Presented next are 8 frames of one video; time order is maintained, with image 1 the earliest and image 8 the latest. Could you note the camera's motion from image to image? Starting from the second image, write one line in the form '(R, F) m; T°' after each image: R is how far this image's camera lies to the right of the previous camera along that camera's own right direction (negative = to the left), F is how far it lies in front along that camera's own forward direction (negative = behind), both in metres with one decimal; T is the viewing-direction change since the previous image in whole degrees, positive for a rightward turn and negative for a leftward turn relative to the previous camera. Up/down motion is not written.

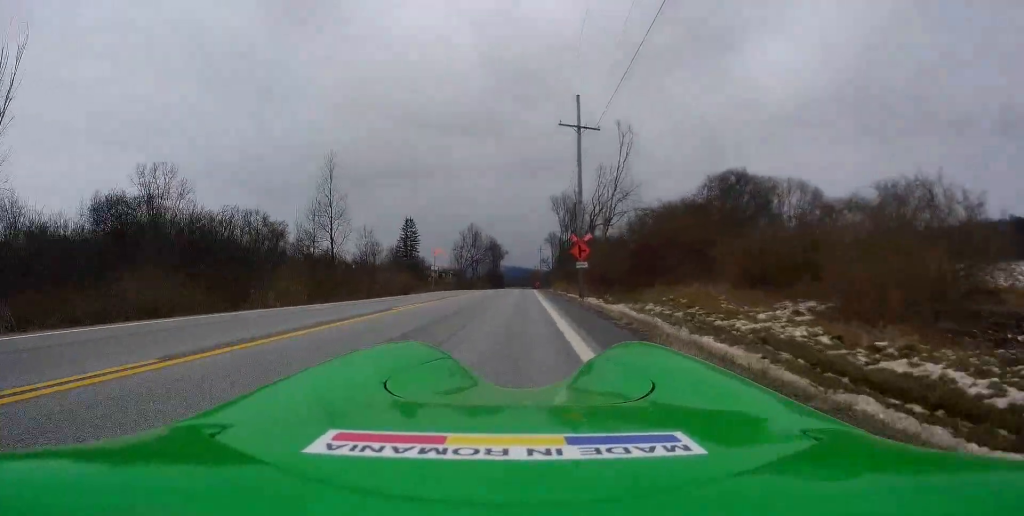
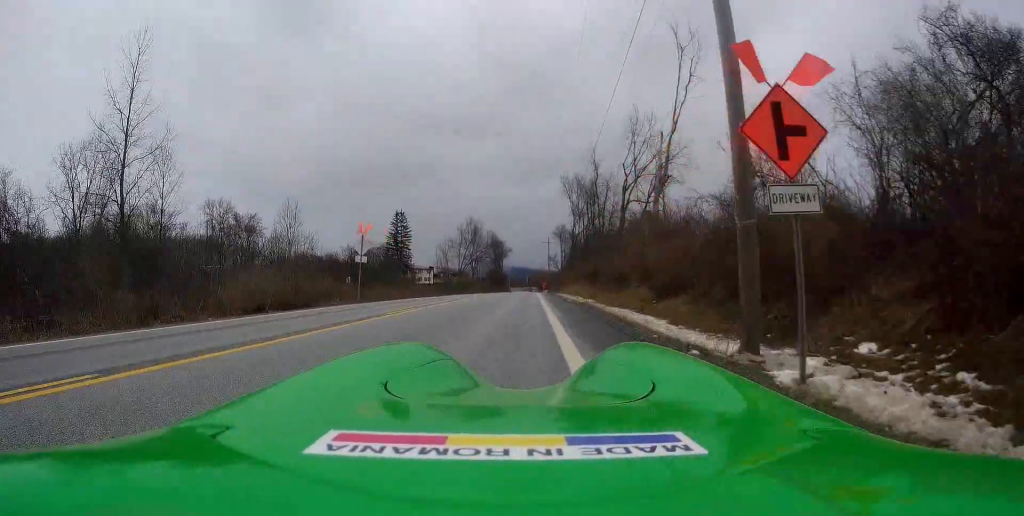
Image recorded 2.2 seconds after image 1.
(-0.8, +23.1) m; -1°
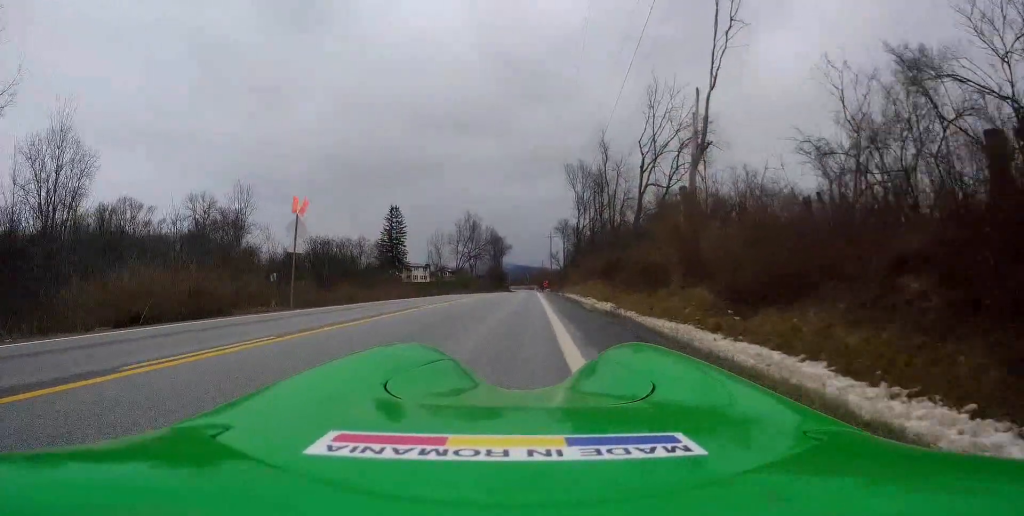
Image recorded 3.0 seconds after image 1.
(+0.1, +8.1) m; +1°
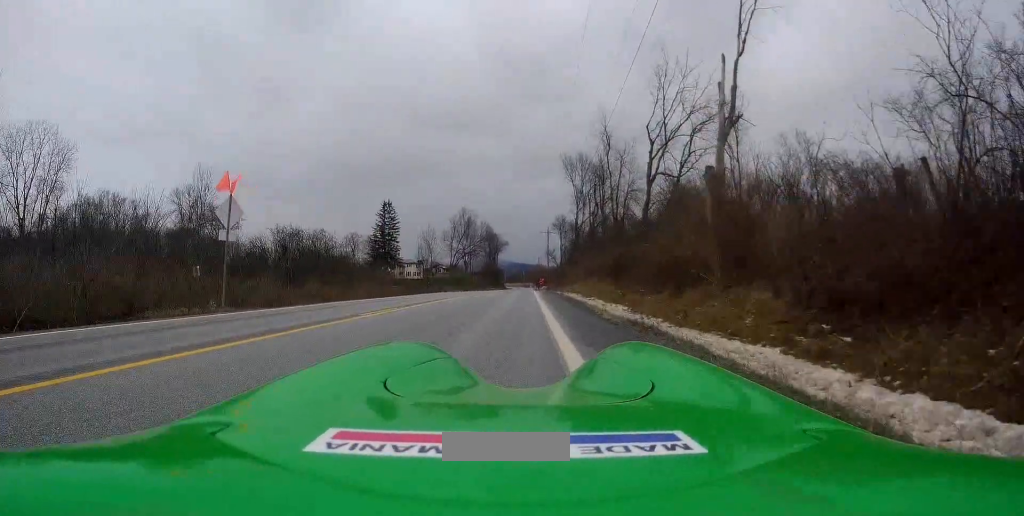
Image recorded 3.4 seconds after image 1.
(0.0, +4.3) m; 0°
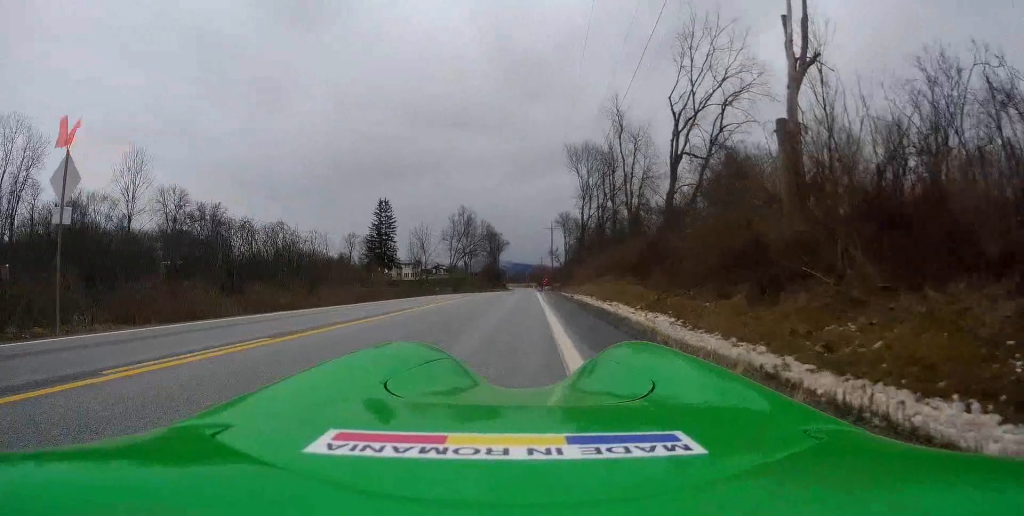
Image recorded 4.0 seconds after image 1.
(0.0, +7.3) m; 0°
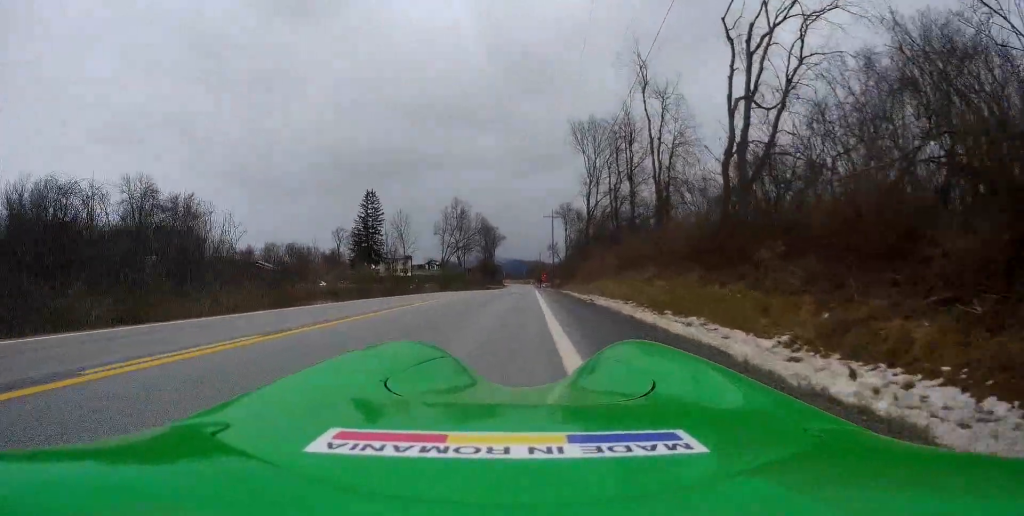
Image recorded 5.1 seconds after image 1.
(-0.1, +13.0) m; -1°
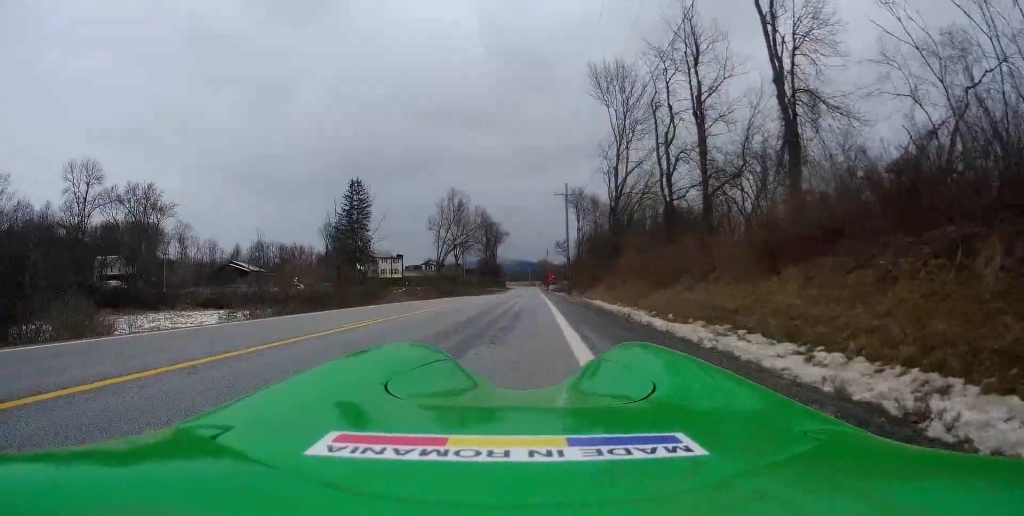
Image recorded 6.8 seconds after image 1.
(-0.1, +19.3) m; +1°
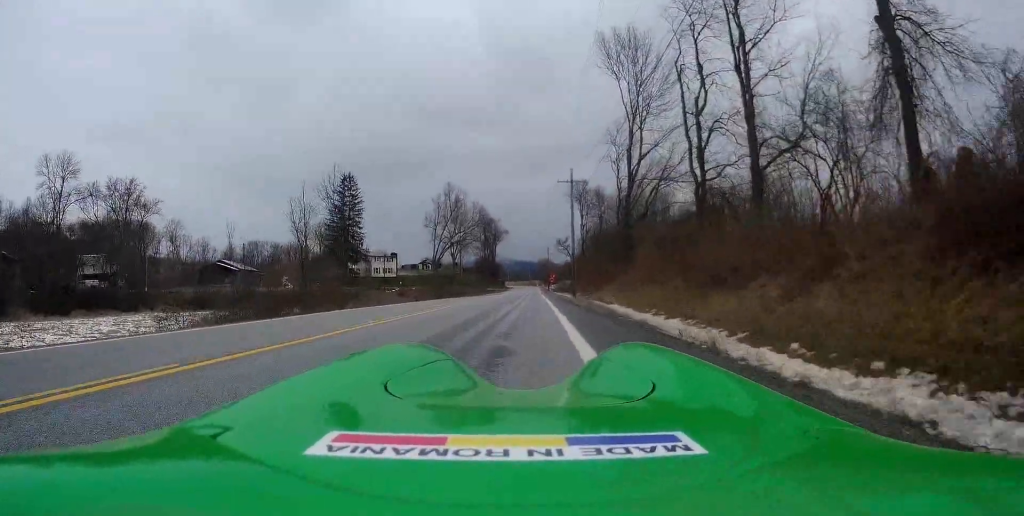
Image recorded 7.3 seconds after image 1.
(+0.2, +6.4) m; +1°
